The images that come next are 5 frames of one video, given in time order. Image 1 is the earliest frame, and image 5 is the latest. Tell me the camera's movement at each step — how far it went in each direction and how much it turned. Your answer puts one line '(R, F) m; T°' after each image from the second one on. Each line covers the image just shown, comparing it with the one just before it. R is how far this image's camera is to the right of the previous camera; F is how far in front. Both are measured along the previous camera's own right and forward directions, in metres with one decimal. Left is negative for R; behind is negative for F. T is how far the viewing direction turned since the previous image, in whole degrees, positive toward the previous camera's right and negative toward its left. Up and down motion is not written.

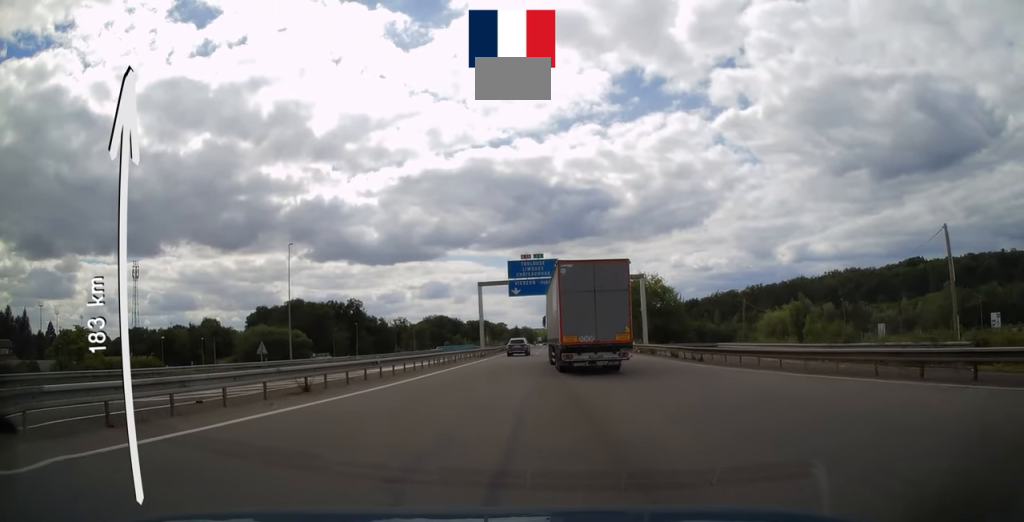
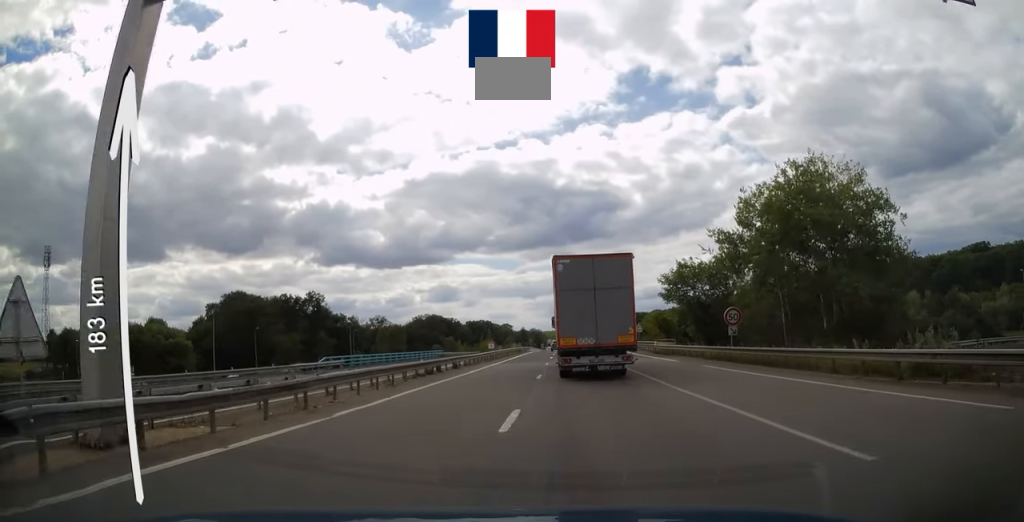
(0.0, +54.3) m; 0°
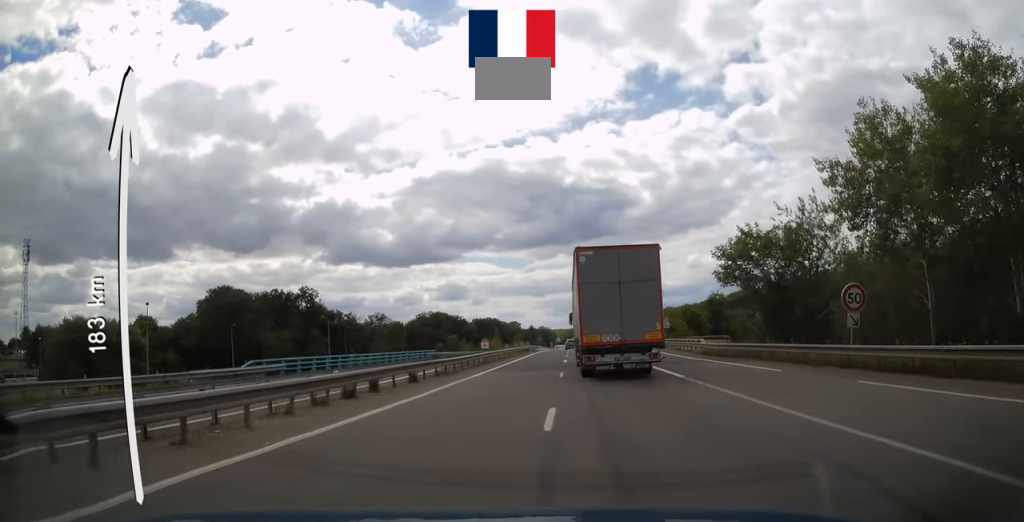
(0.0, +13.2) m; 0°
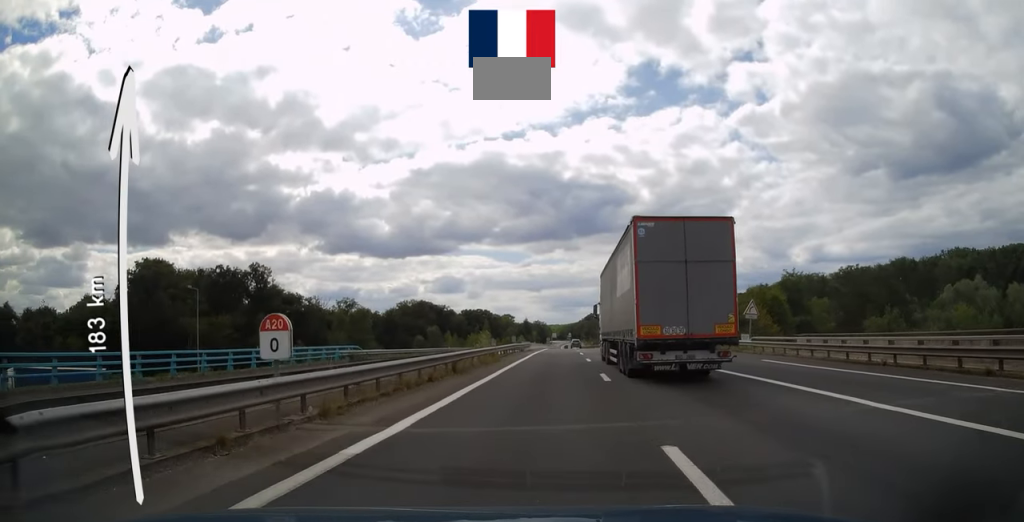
(-0.5, +32.0) m; -2°
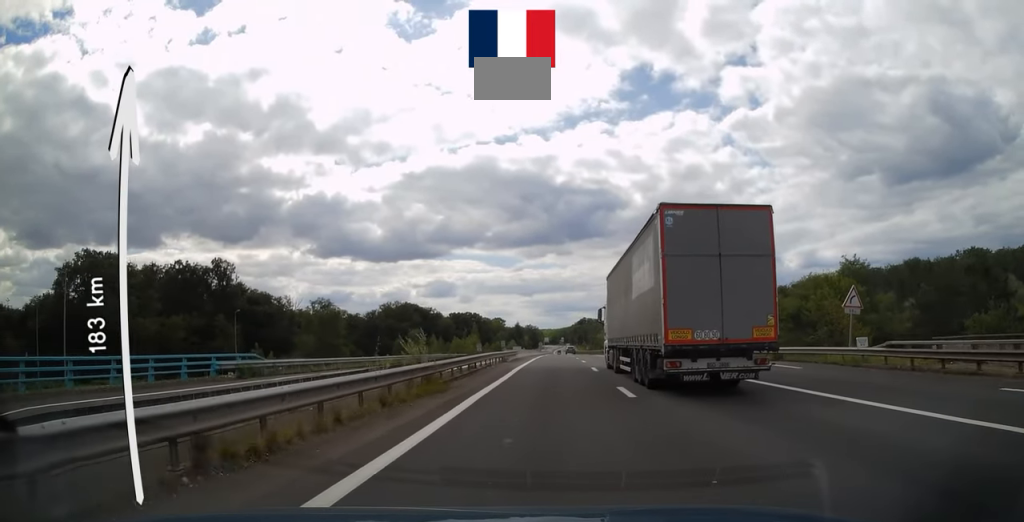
(-0.1, +16.3) m; +1°
